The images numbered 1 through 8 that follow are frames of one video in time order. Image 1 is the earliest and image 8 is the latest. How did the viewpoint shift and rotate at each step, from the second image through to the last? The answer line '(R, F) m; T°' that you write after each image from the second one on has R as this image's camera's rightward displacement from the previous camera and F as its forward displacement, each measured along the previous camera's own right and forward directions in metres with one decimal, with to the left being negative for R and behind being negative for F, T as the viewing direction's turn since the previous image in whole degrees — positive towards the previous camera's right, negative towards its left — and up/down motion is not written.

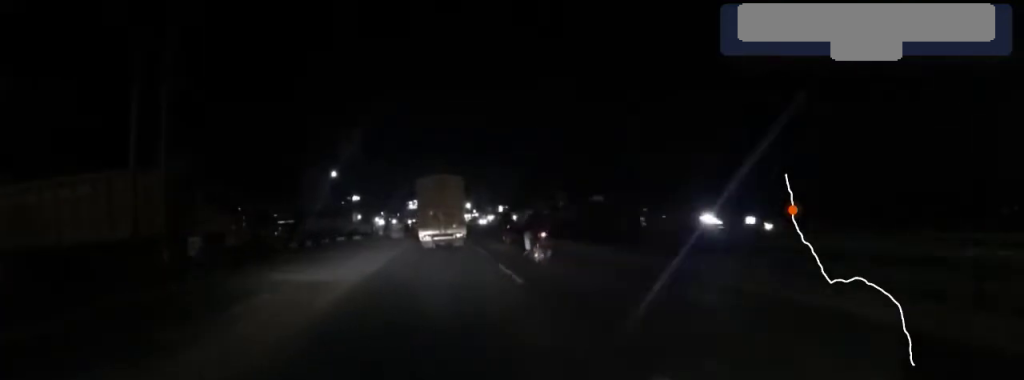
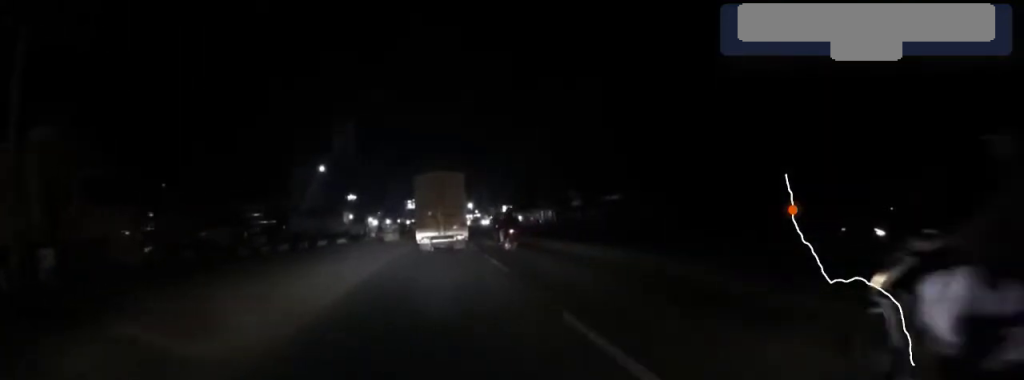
(0.0, +5.5) m; 0°
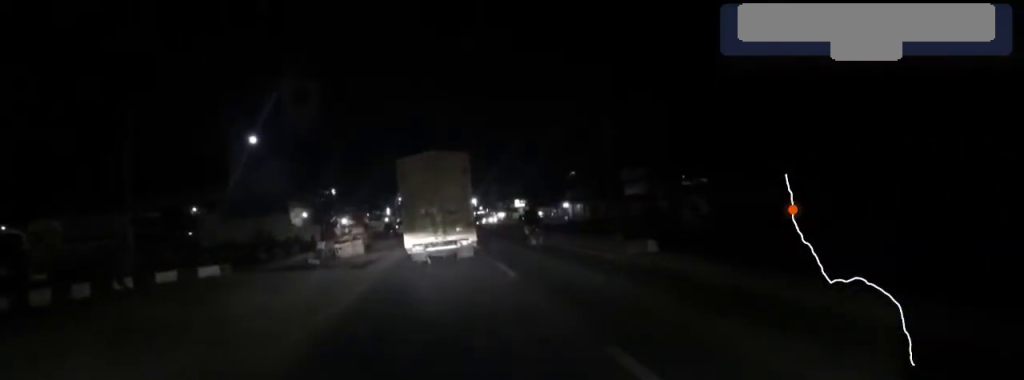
(0.0, +16.1) m; 0°
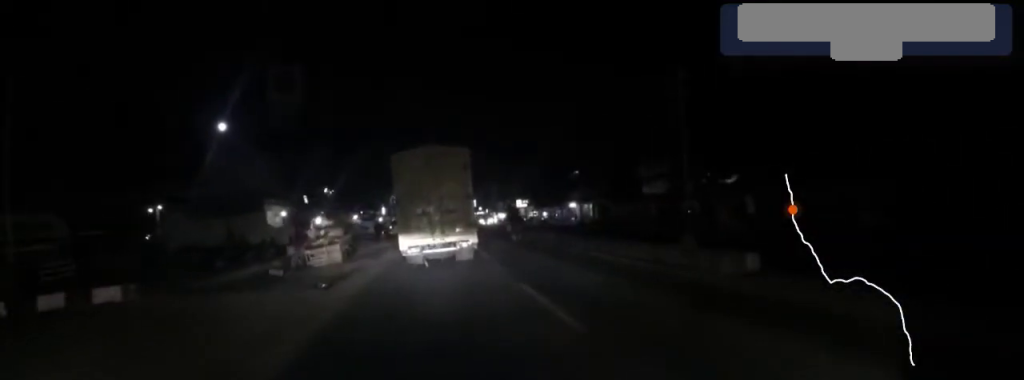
(0.0, +3.6) m; 0°
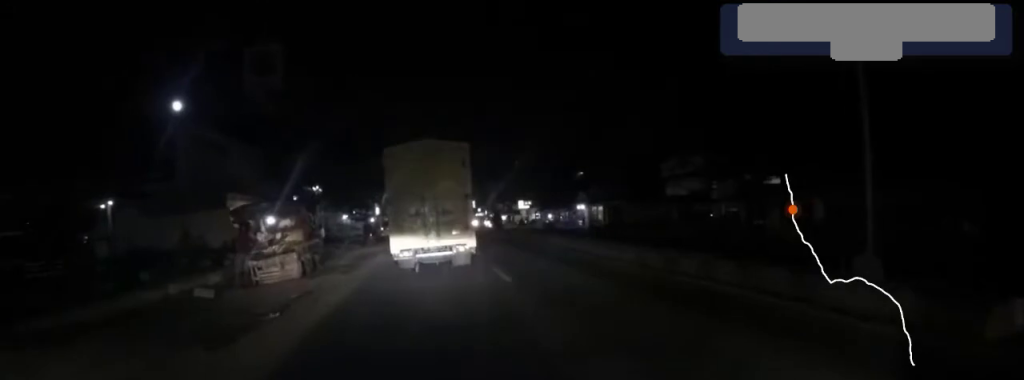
(0.0, +4.1) m; 0°
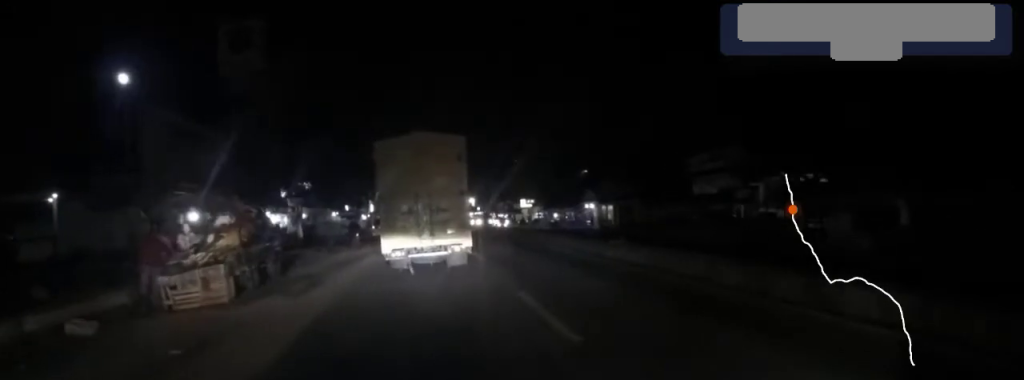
(0.0, +3.8) m; 0°
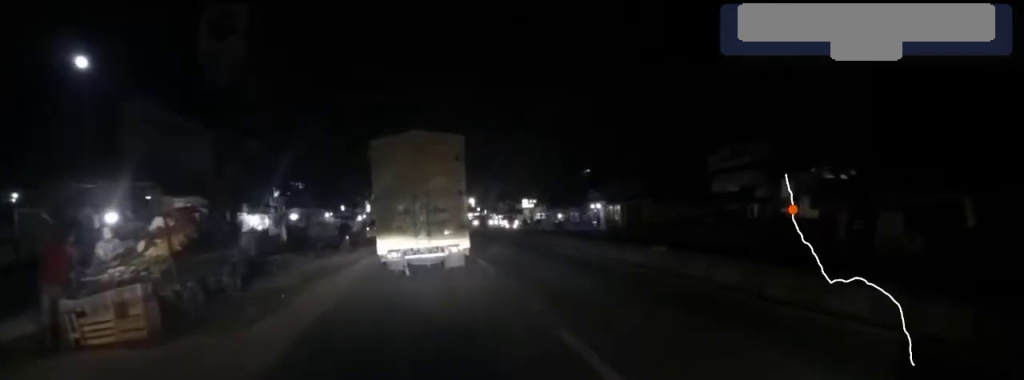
(0.0, +2.4) m; 0°
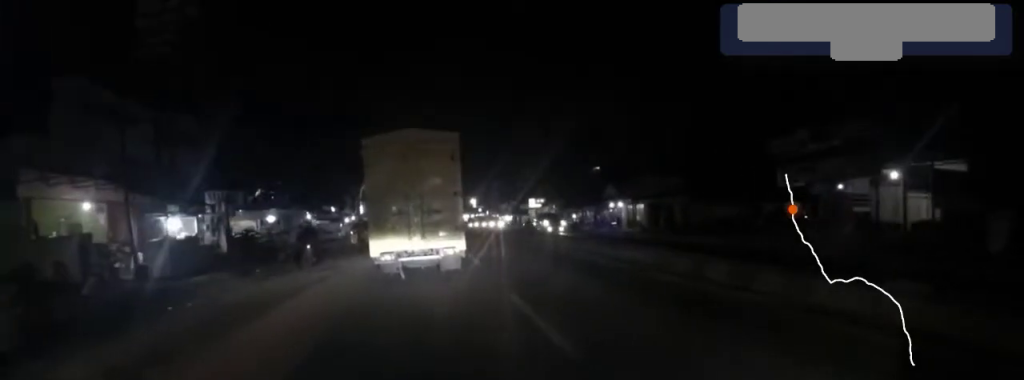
(0.0, +7.1) m; -2°
